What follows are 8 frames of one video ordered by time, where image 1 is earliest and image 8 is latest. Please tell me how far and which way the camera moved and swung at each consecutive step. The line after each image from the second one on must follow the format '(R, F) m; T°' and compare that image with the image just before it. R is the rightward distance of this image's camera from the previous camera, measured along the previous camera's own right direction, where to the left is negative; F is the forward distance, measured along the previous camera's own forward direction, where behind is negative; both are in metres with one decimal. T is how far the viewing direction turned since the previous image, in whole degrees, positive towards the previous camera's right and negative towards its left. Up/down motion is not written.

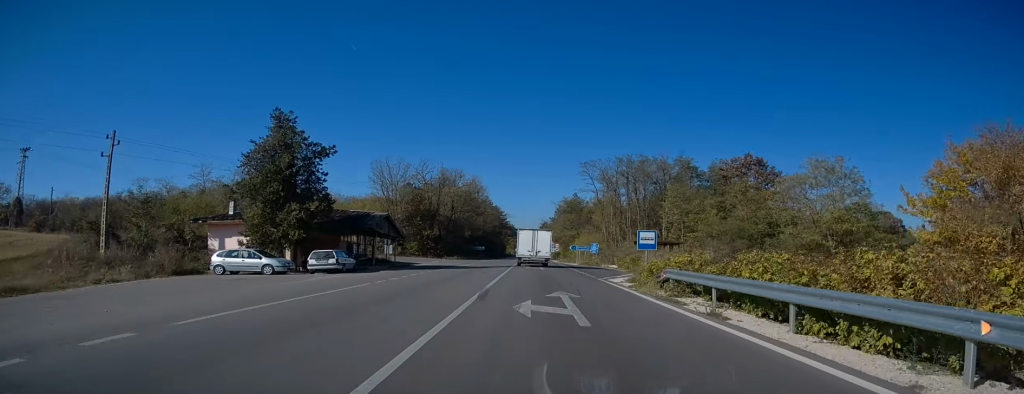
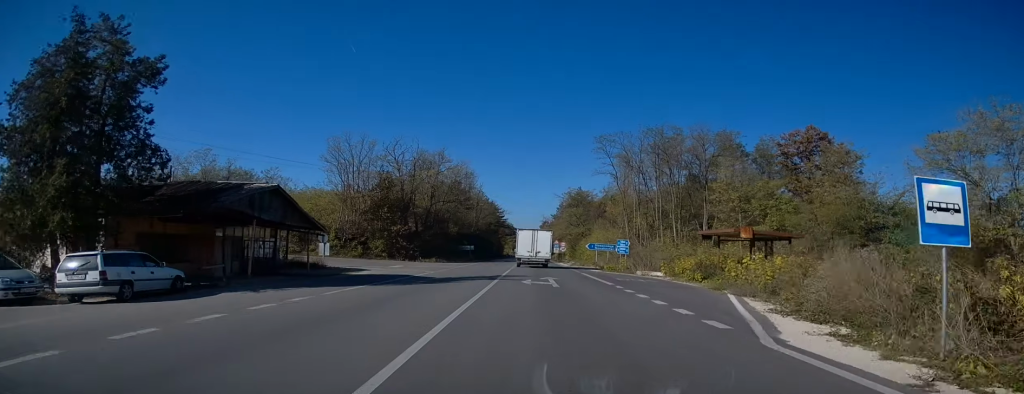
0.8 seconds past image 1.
(0.0, +17.8) m; 0°
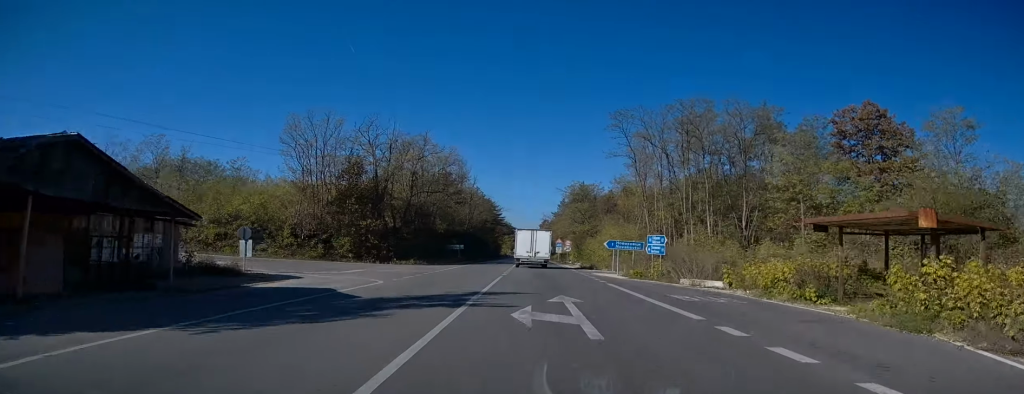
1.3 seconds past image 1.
(+0.1, +11.7) m; 0°
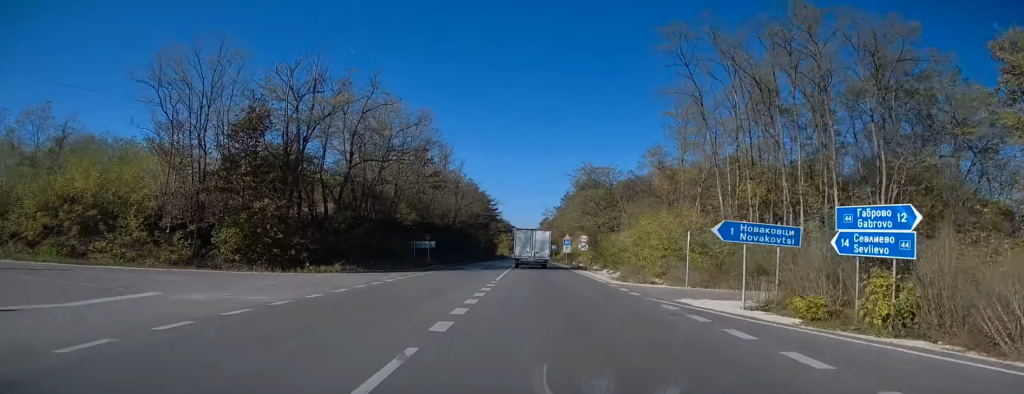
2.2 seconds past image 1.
(-0.1, +18.8) m; 0°
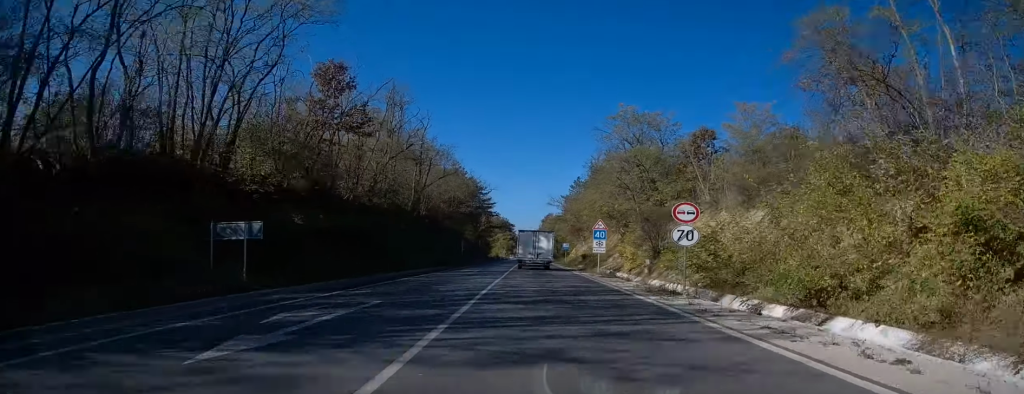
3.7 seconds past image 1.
(+0.5, +31.2) m; +1°
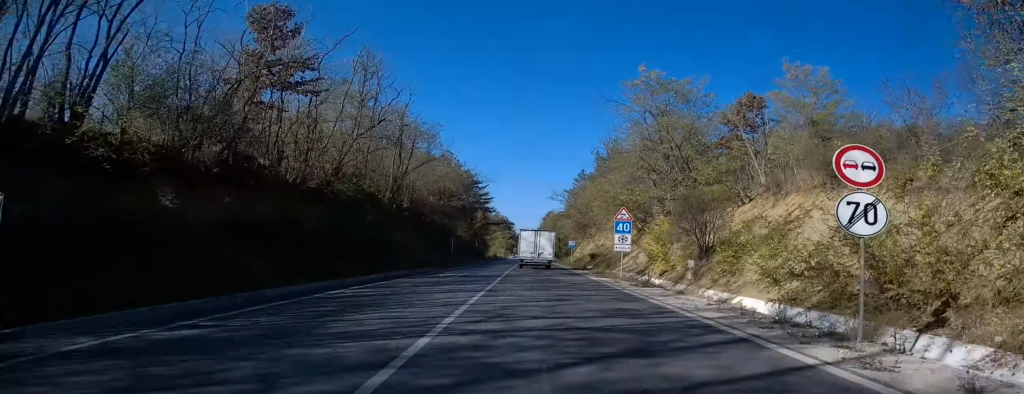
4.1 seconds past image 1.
(-0.1, +8.3) m; -1°
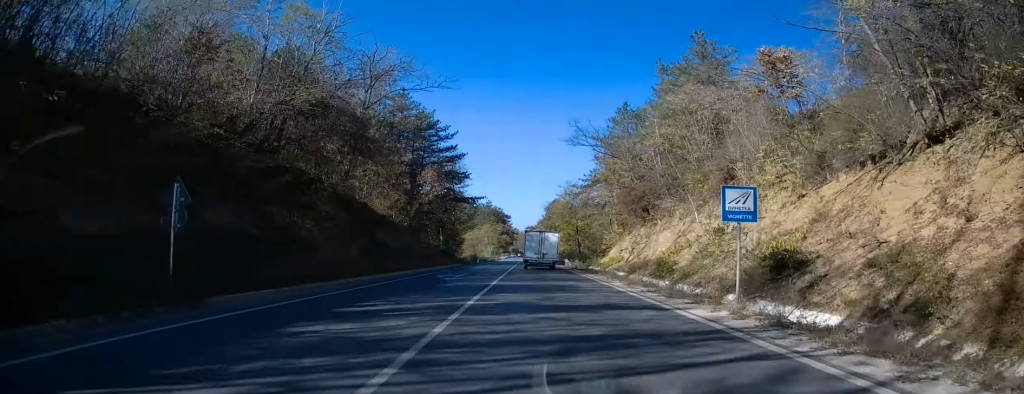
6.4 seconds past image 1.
(-0.7, +47.5) m; 0°
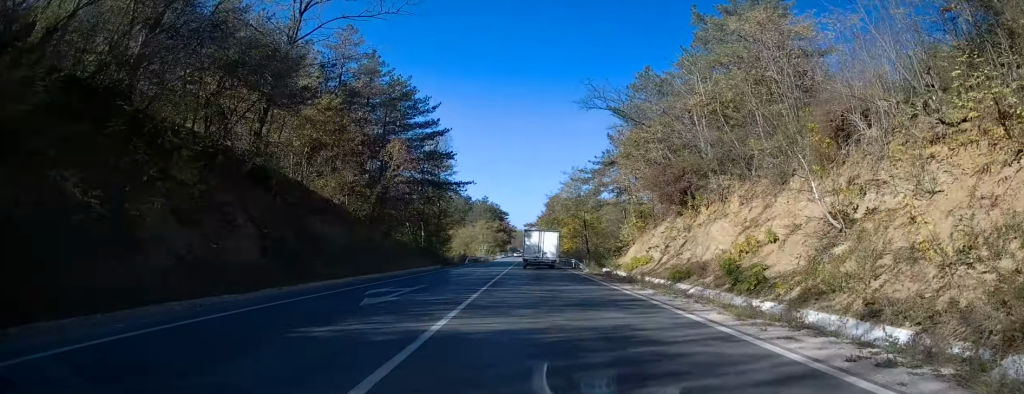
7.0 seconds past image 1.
(+0.1, +12.4) m; 0°
